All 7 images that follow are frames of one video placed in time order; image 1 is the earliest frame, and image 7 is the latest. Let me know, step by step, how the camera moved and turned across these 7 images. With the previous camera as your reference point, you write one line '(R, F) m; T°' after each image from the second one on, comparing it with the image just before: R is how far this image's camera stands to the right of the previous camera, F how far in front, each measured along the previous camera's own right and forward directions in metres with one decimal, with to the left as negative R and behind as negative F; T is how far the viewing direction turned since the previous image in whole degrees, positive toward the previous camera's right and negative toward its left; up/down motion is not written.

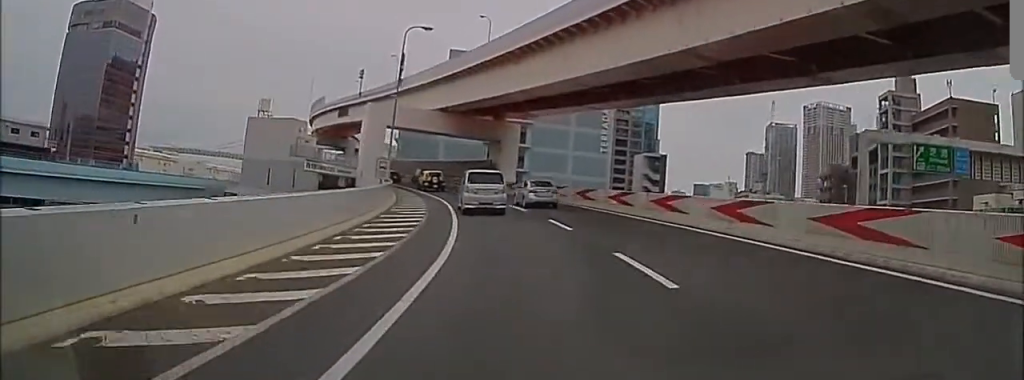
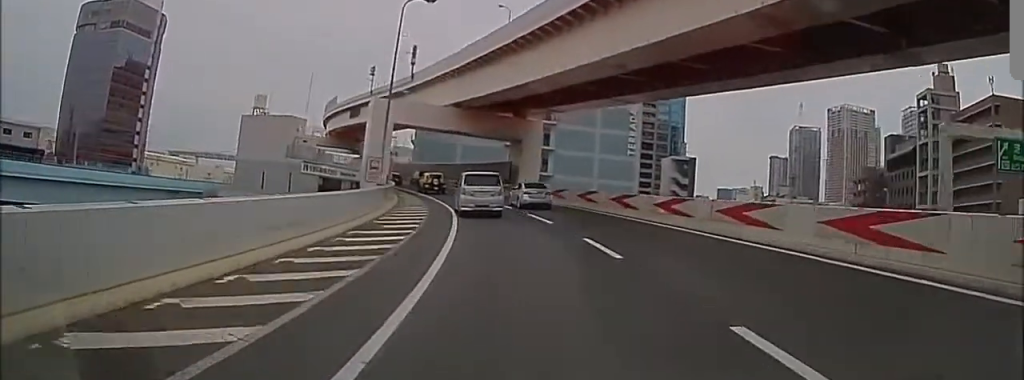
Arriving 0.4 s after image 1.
(-0.1, +6.2) m; -1°
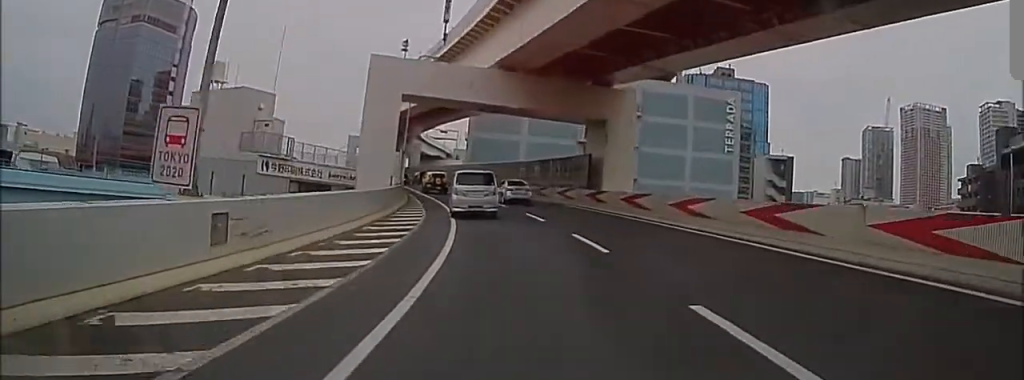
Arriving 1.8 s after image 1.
(-0.4, +20.0) m; -4°
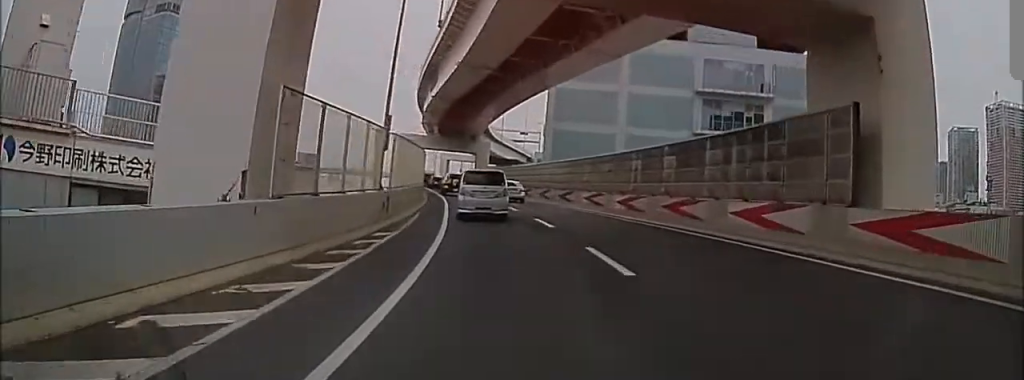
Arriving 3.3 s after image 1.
(-0.9, +22.7) m; -4°
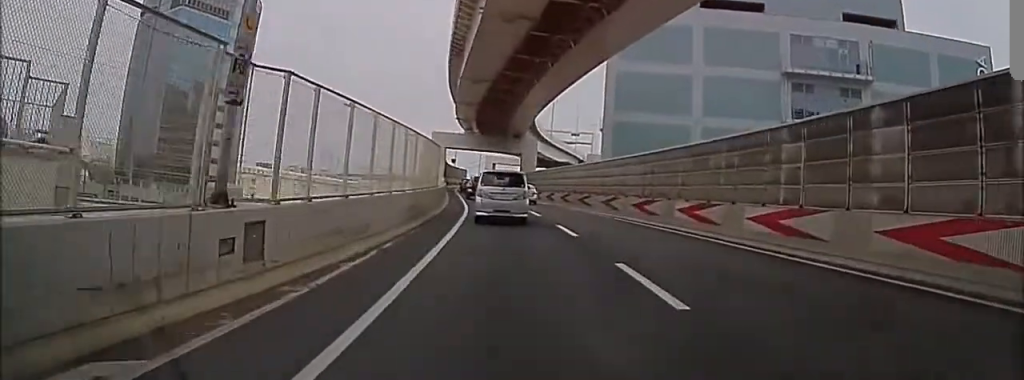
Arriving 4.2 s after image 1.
(-0.2, +11.9) m; -2°
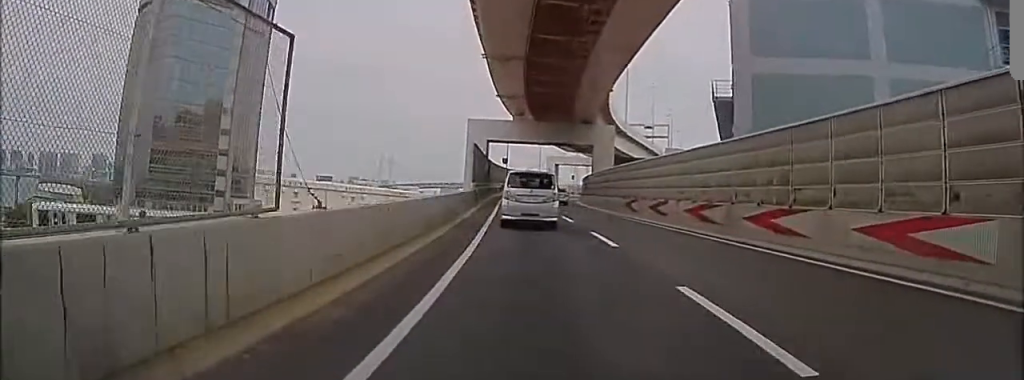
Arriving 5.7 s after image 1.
(-0.2, +21.5) m; -3°
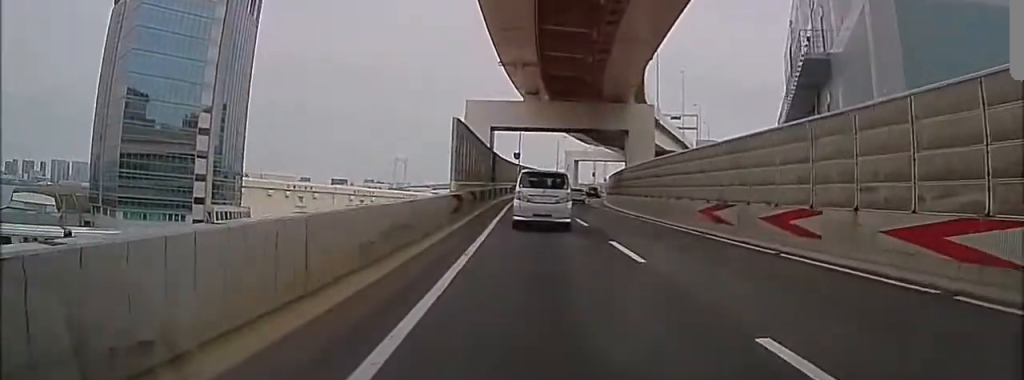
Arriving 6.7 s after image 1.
(-1.0, +12.0) m; -8°
